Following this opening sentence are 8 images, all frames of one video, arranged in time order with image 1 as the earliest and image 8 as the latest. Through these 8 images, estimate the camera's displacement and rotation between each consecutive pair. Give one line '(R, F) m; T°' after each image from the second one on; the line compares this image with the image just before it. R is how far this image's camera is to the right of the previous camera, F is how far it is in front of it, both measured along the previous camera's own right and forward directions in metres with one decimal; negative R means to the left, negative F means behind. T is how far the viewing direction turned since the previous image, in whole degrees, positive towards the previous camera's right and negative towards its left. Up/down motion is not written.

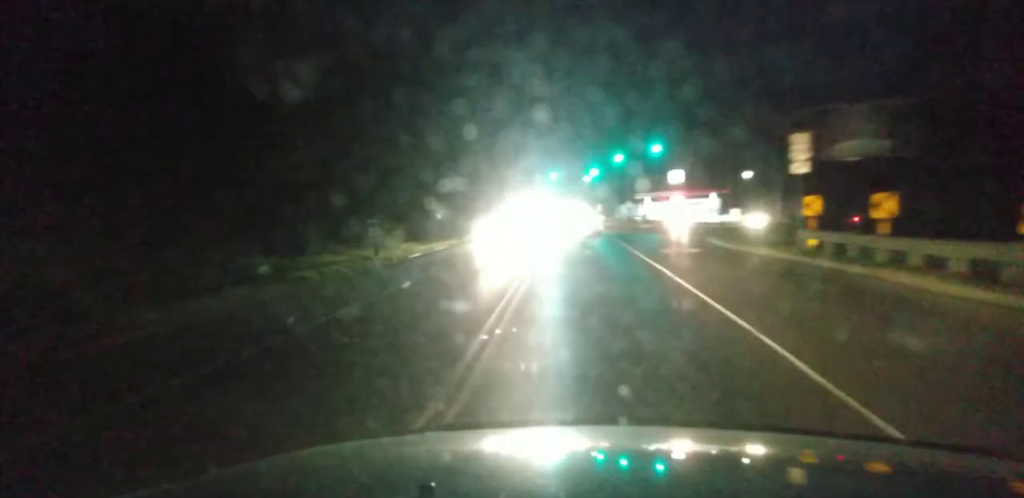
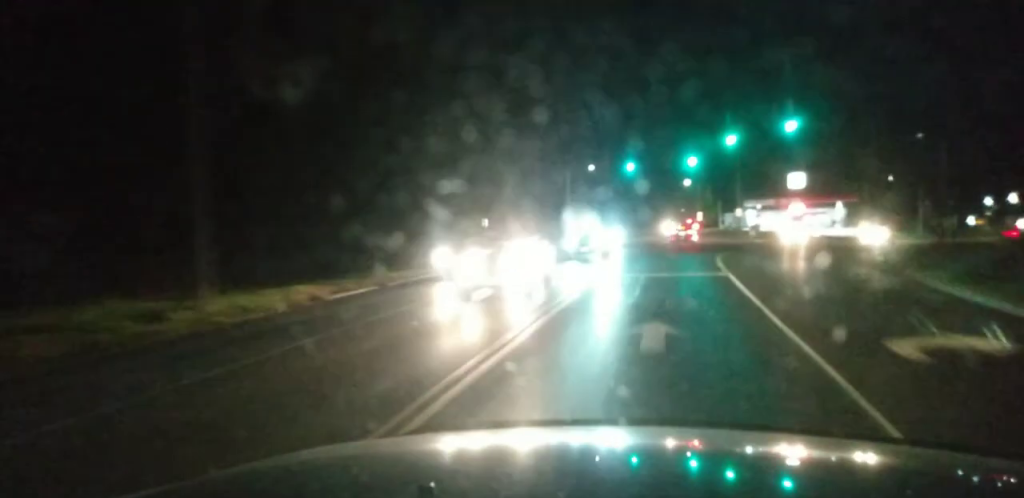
(-0.1, +22.4) m; 0°
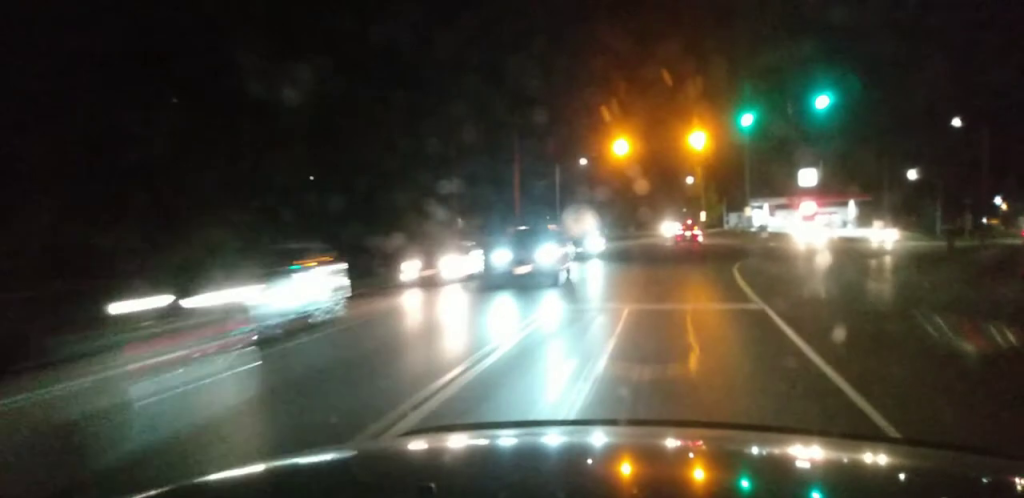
(0.0, +9.9) m; 0°
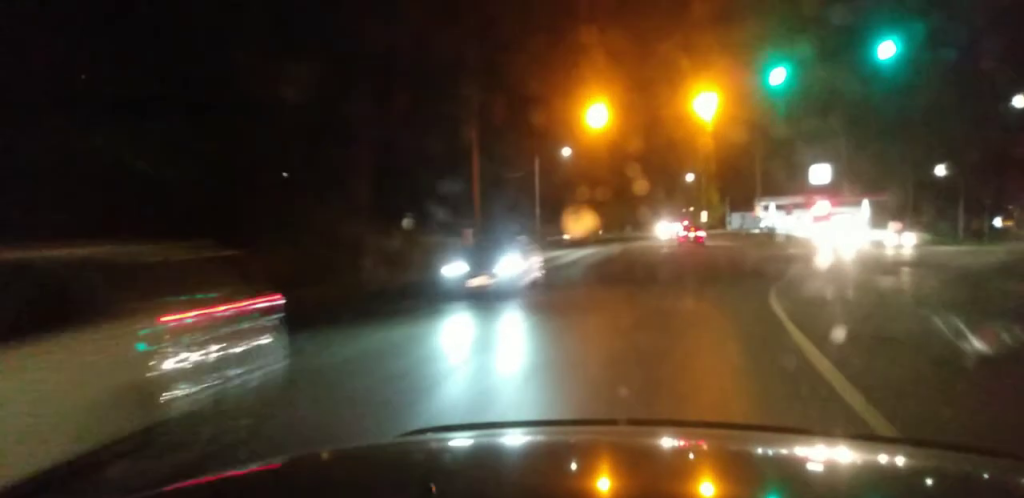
(-0.1, +12.0) m; -1°
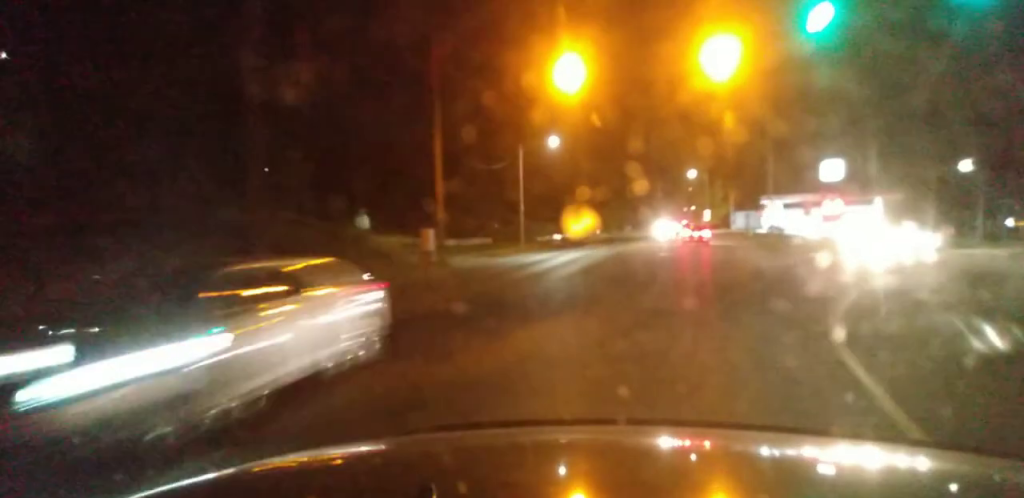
(-0.2, +8.1) m; -1°
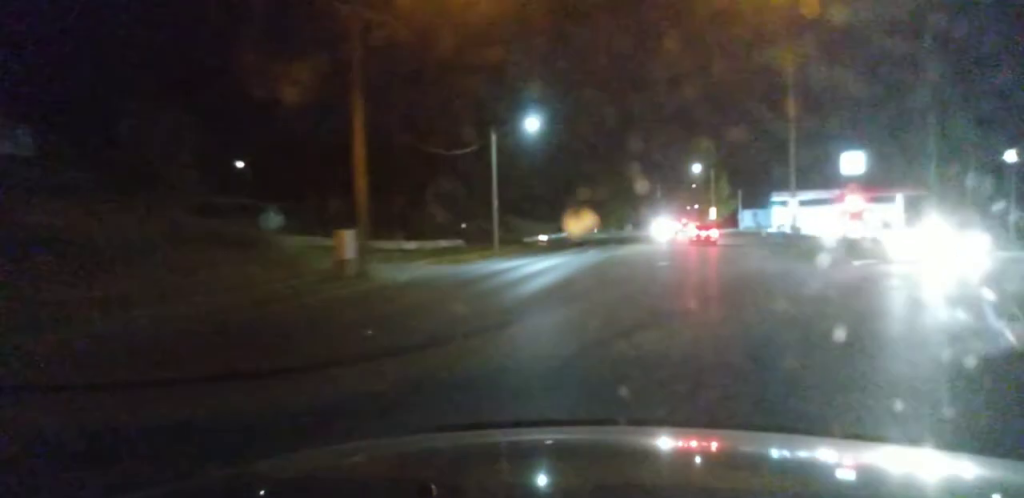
(0.0, +8.9) m; +1°
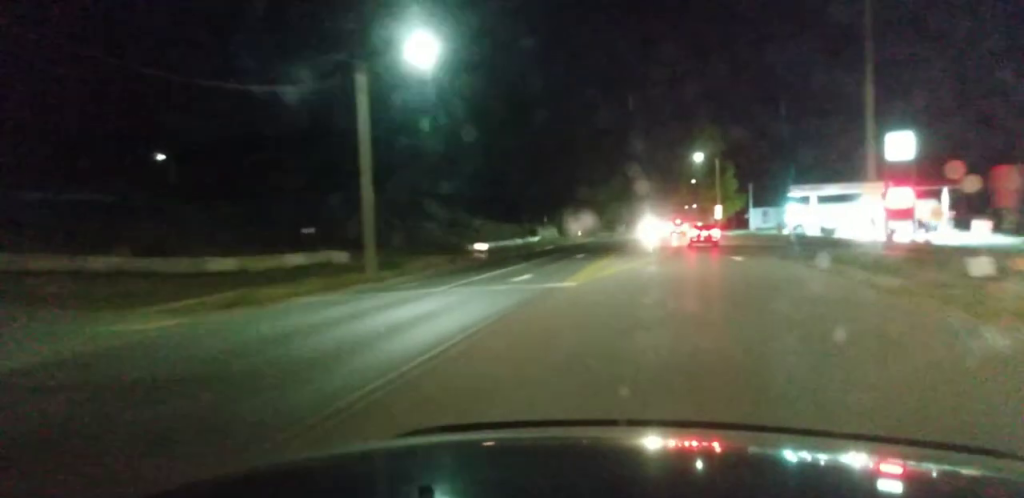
(+0.7, +19.3) m; +4°
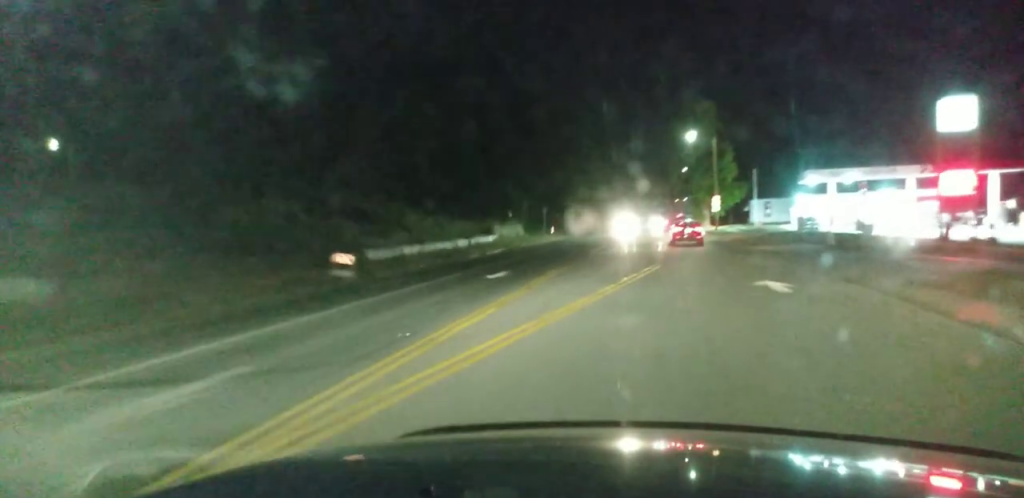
(+0.2, +15.6) m; 0°
